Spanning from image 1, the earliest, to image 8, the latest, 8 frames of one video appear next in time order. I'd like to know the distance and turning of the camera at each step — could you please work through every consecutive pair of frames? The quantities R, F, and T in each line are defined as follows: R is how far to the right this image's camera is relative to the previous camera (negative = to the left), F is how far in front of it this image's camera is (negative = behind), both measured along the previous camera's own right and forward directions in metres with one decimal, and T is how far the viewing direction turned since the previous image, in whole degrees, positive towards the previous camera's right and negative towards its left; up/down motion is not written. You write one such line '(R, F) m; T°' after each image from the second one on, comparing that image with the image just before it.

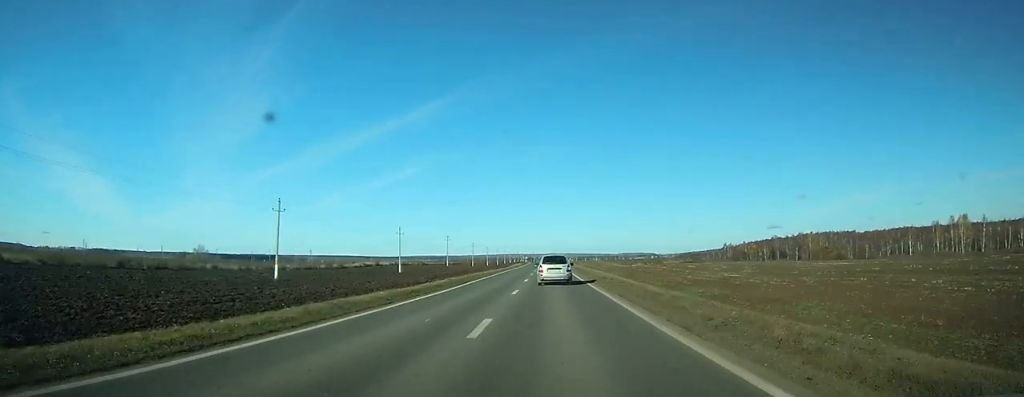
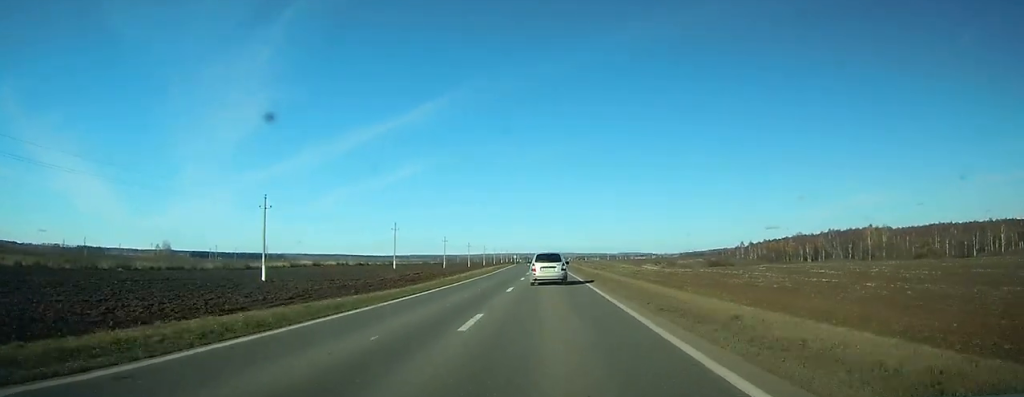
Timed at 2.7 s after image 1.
(+0.5, +58.5) m; +1°
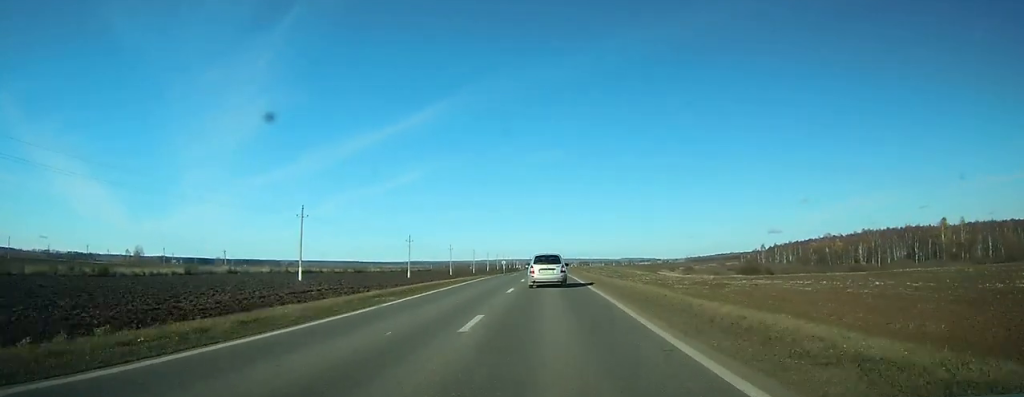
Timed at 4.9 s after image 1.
(+0.1, +47.4) m; 0°
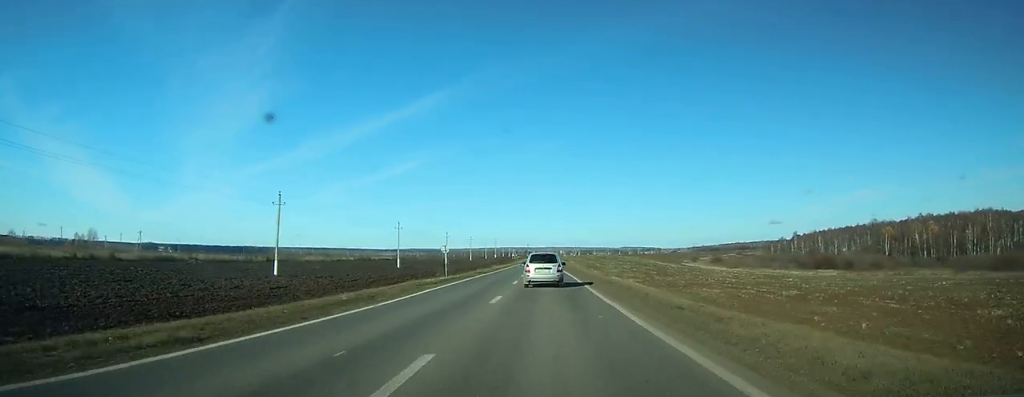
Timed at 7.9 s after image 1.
(-0.6, +64.7) m; -1°
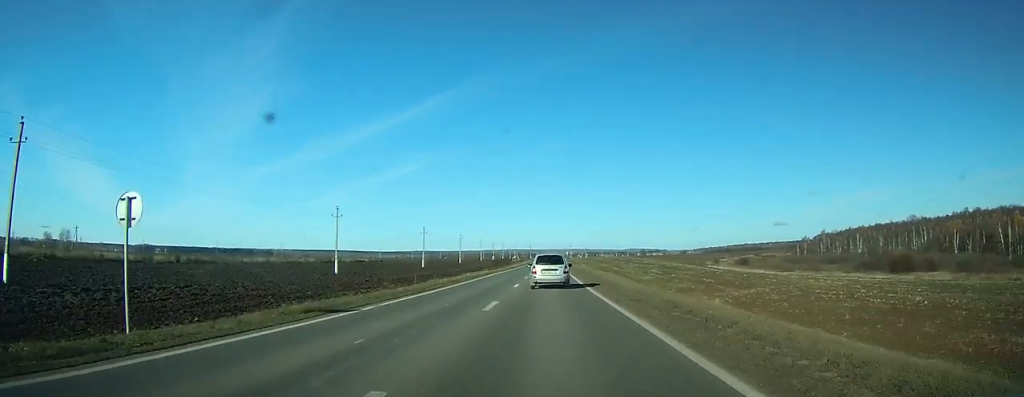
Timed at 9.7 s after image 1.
(0.0, +37.6) m; 0°
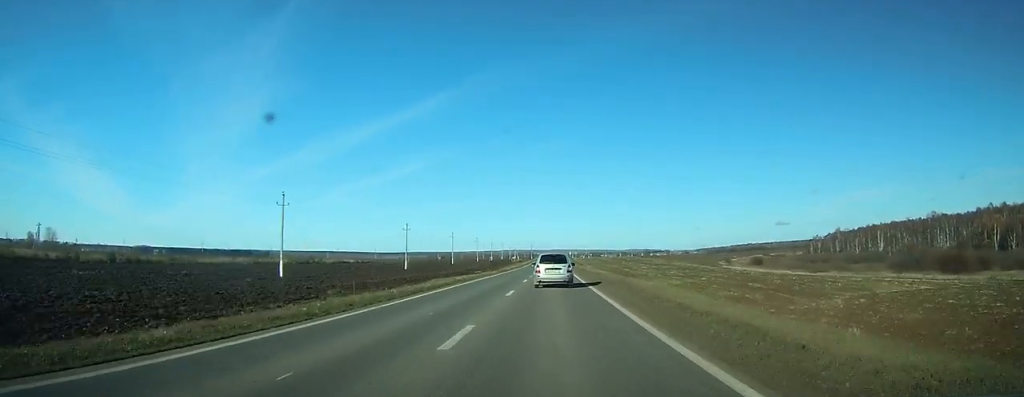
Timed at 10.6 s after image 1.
(0.0, +18.1) m; 0°
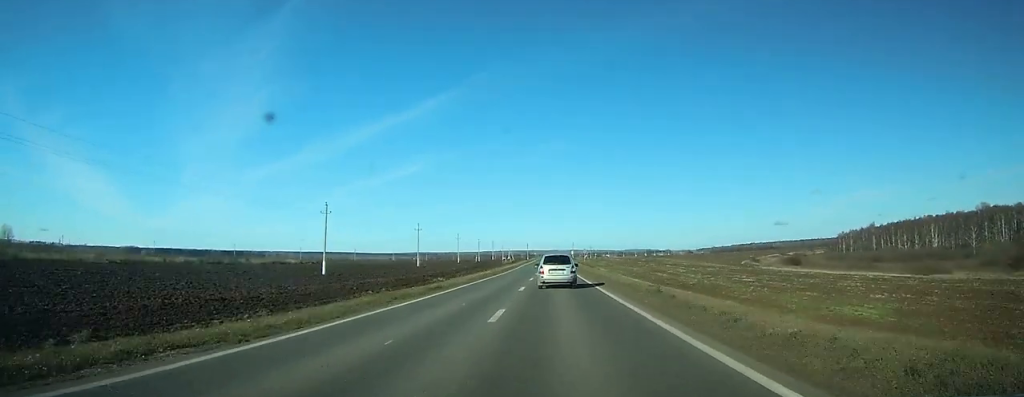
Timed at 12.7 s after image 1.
(-0.1, +43.1) m; 0°
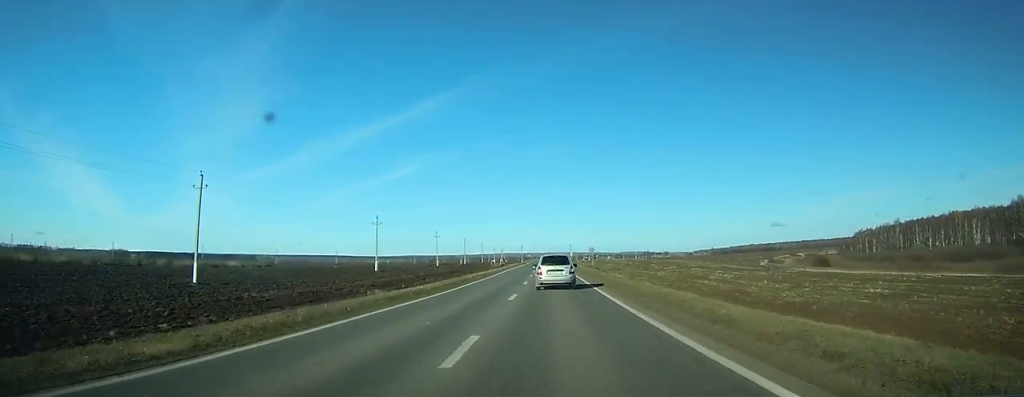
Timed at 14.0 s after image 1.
(+0.1, +27.9) m; 0°
